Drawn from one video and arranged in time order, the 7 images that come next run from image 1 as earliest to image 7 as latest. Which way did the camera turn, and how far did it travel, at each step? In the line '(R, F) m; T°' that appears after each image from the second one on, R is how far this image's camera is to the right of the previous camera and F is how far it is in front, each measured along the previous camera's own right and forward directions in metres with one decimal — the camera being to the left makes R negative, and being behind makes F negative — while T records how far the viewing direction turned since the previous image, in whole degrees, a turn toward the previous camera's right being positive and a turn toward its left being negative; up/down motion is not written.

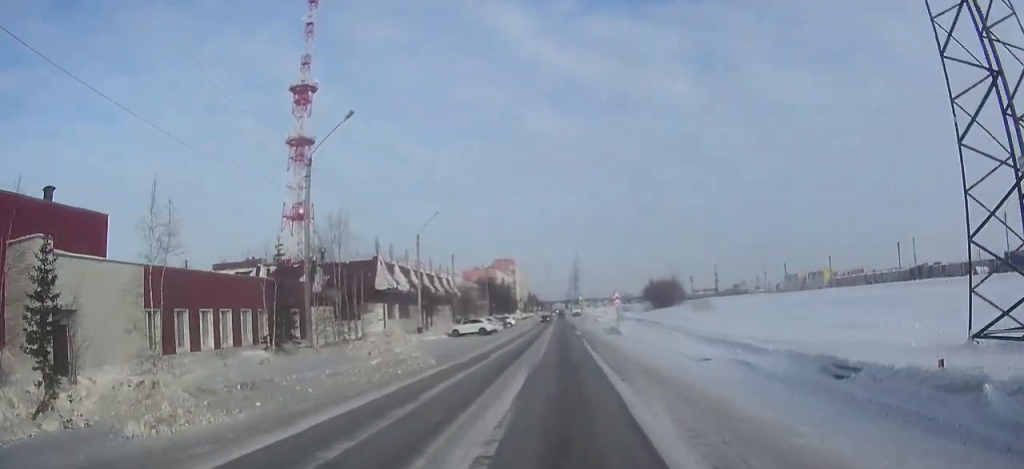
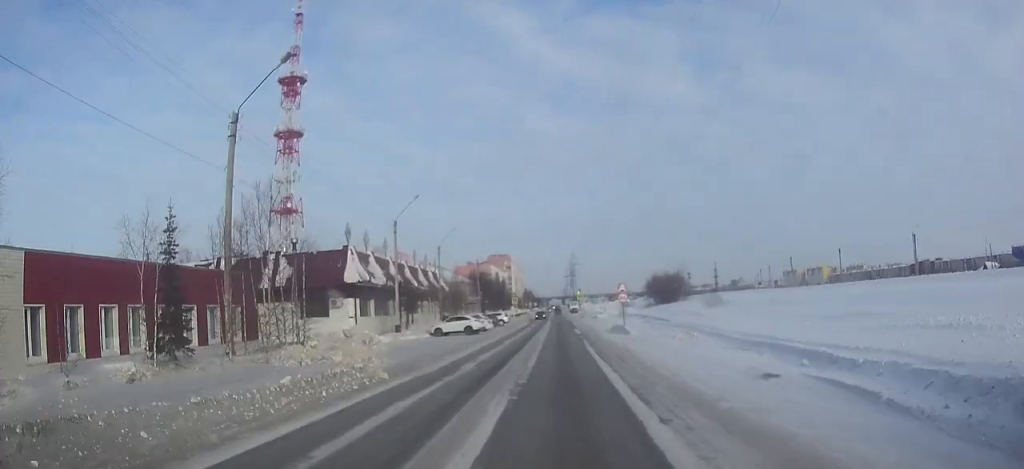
(0.0, +6.9) m; 0°
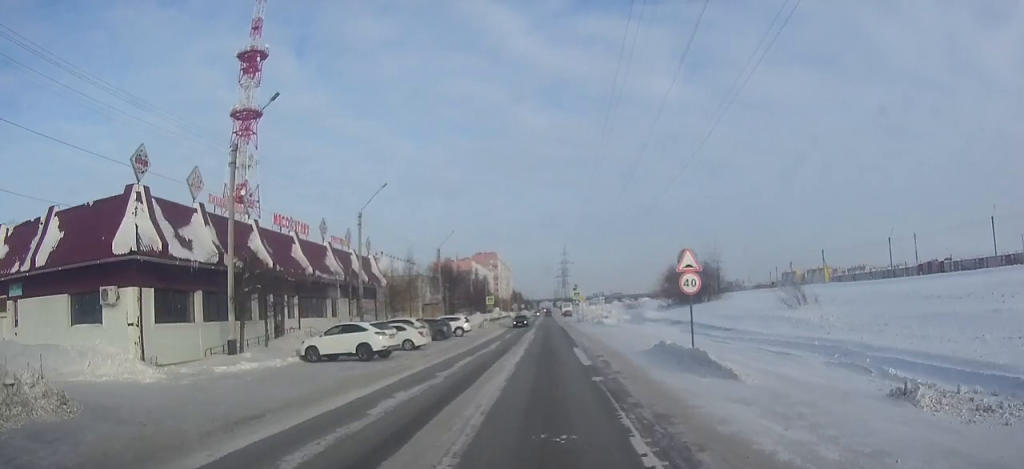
(+0.2, +25.5) m; +1°
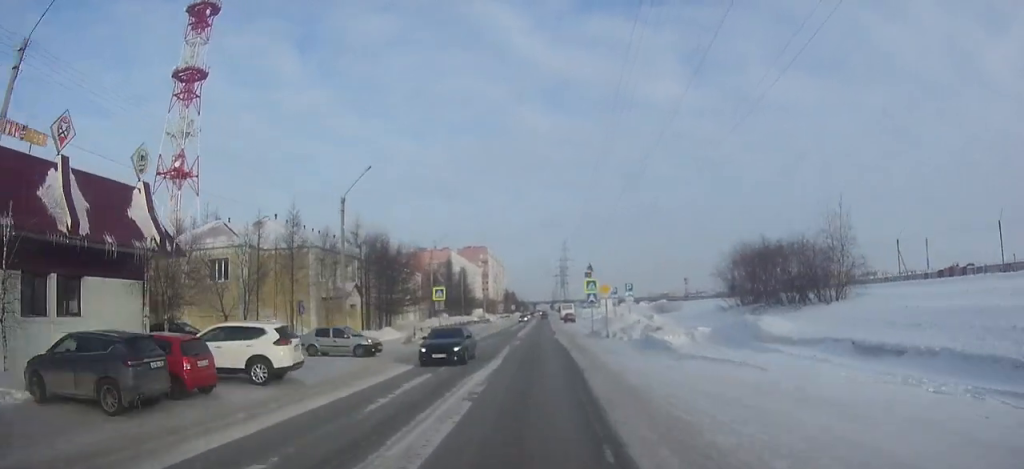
(+0.2, +33.8) m; 0°
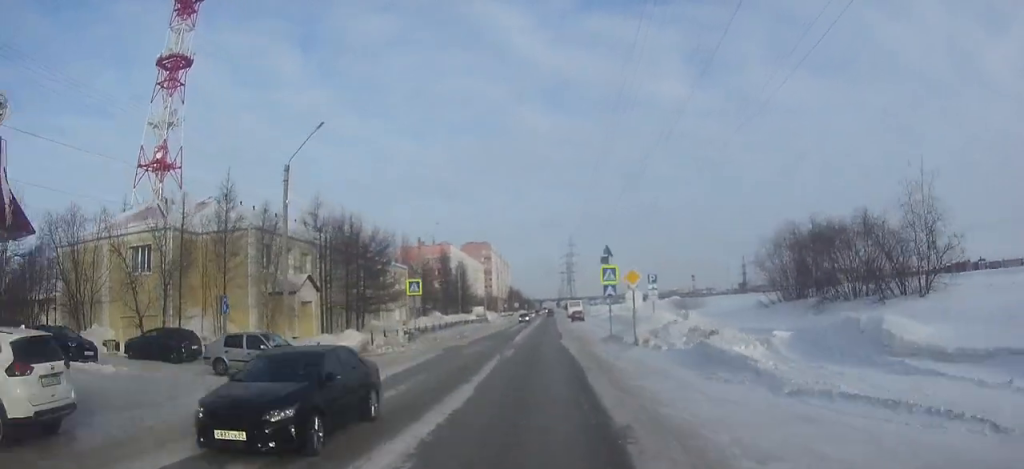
(0.0, +10.1) m; 0°
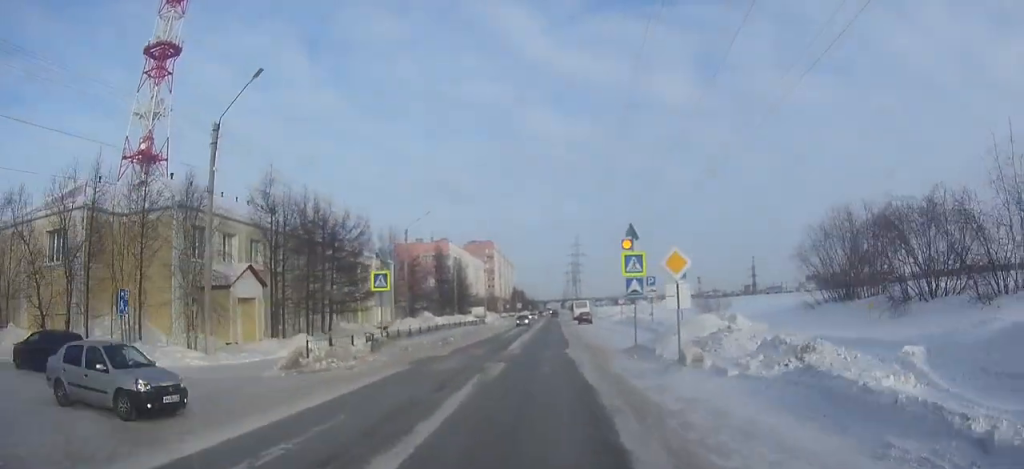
(0.0, +8.3) m; 0°
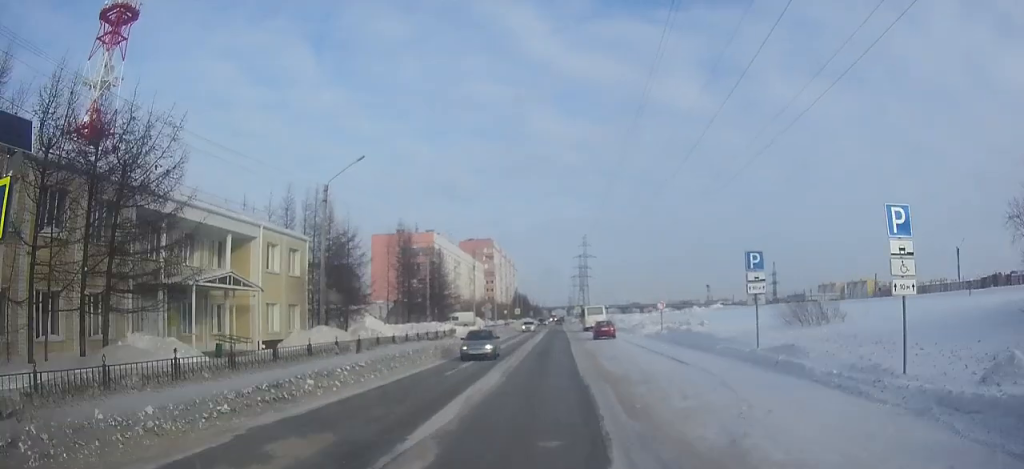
(-0.1, +23.3) m; 0°
